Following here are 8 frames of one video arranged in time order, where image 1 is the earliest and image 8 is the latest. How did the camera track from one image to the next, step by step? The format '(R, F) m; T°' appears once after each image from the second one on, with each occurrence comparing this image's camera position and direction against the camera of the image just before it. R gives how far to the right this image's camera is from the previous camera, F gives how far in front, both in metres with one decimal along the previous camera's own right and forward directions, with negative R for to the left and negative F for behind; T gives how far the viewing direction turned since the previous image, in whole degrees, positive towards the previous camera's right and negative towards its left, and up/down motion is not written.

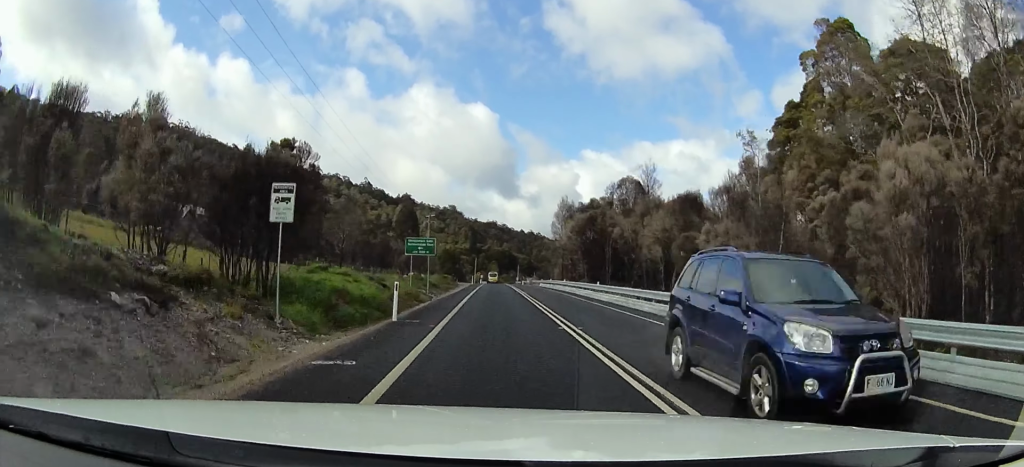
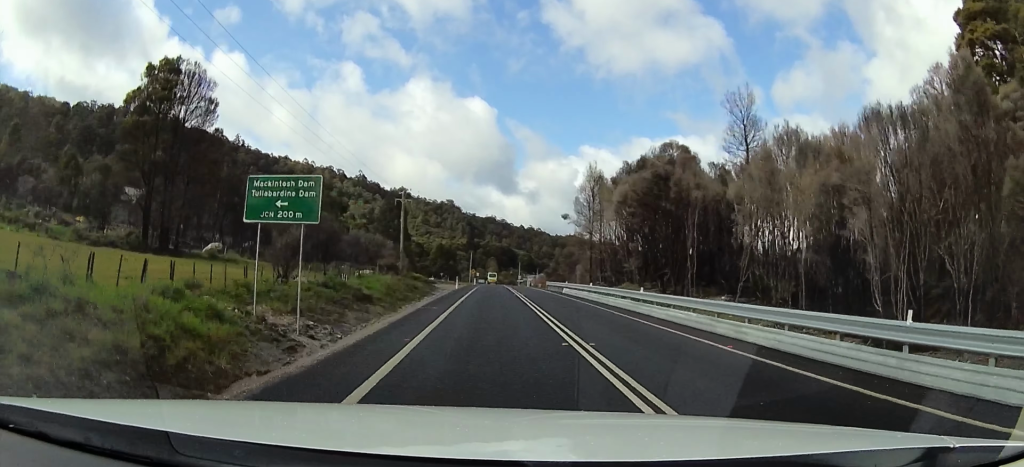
(-0.9, +27.1) m; -1°
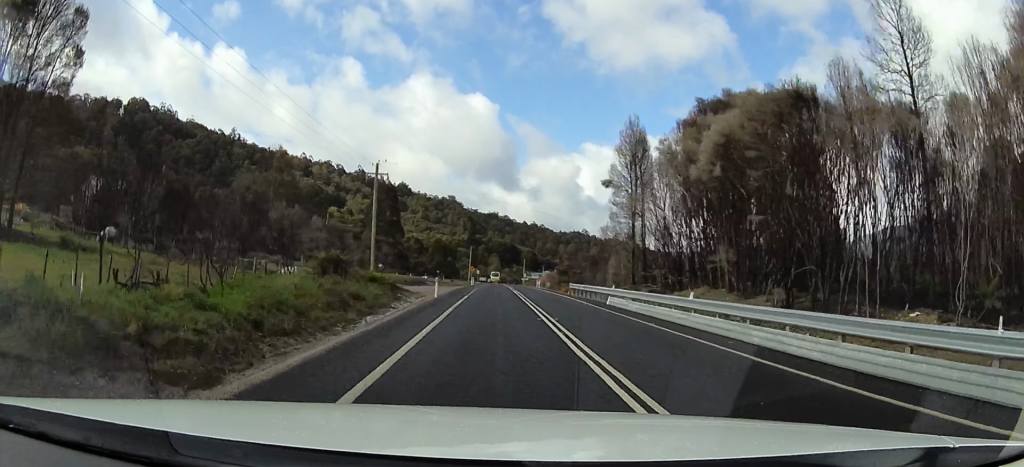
(+0.9, +18.1) m; +1°
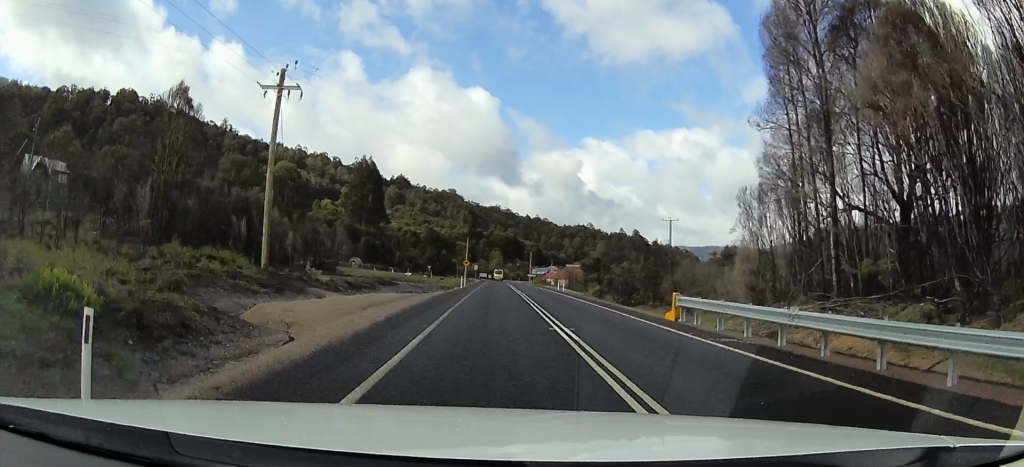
(-0.6, +26.1) m; 0°
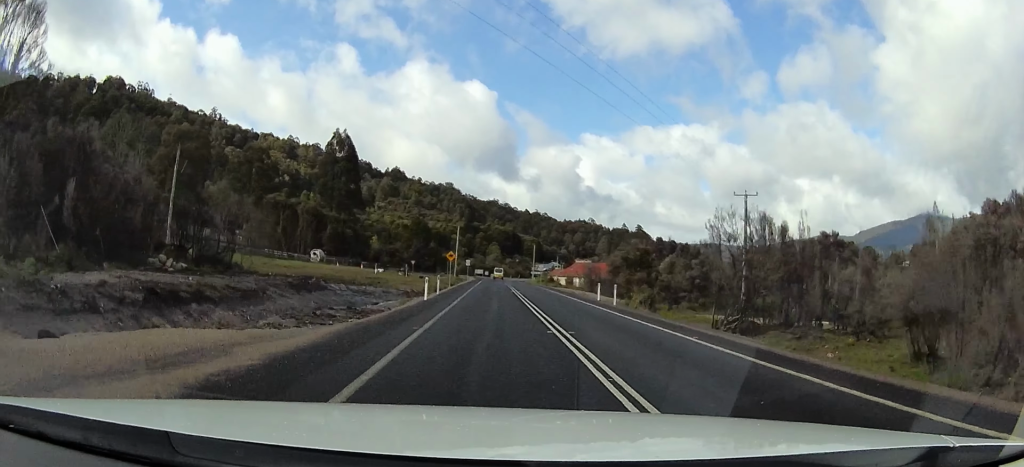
(+0.2, +22.9) m; -1°
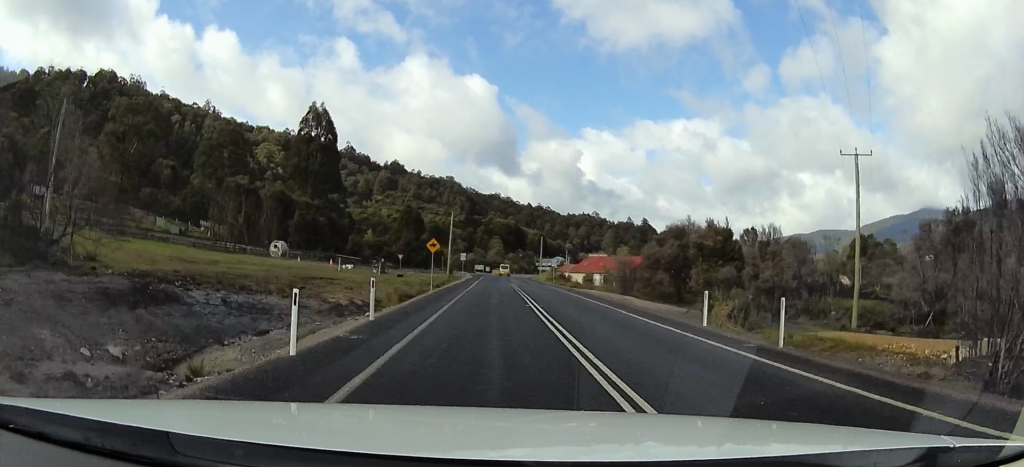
(-0.5, +17.4) m; -1°
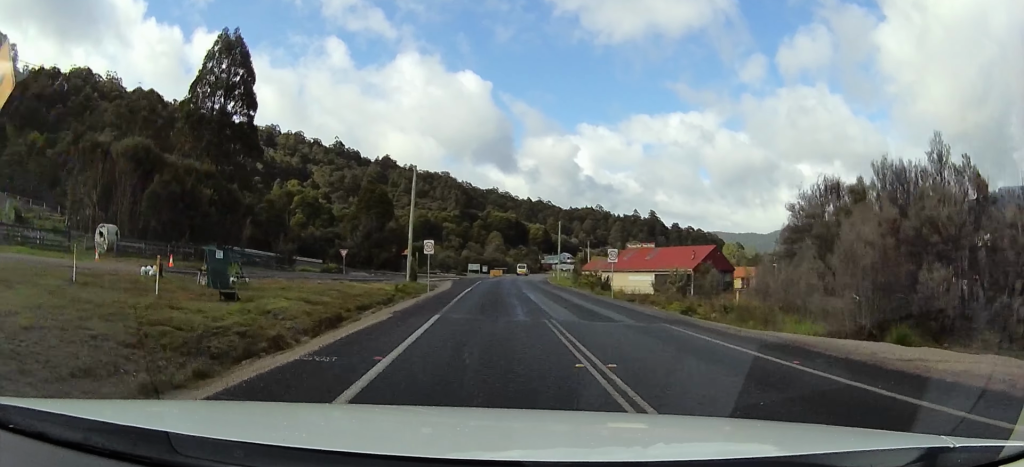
(+1.0, +37.3) m; +2°
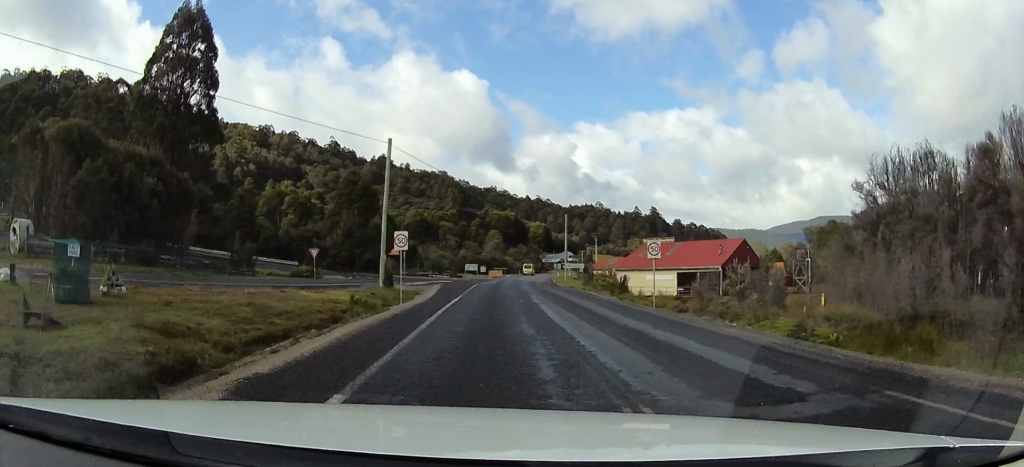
(+0.1, +10.0) m; 0°
